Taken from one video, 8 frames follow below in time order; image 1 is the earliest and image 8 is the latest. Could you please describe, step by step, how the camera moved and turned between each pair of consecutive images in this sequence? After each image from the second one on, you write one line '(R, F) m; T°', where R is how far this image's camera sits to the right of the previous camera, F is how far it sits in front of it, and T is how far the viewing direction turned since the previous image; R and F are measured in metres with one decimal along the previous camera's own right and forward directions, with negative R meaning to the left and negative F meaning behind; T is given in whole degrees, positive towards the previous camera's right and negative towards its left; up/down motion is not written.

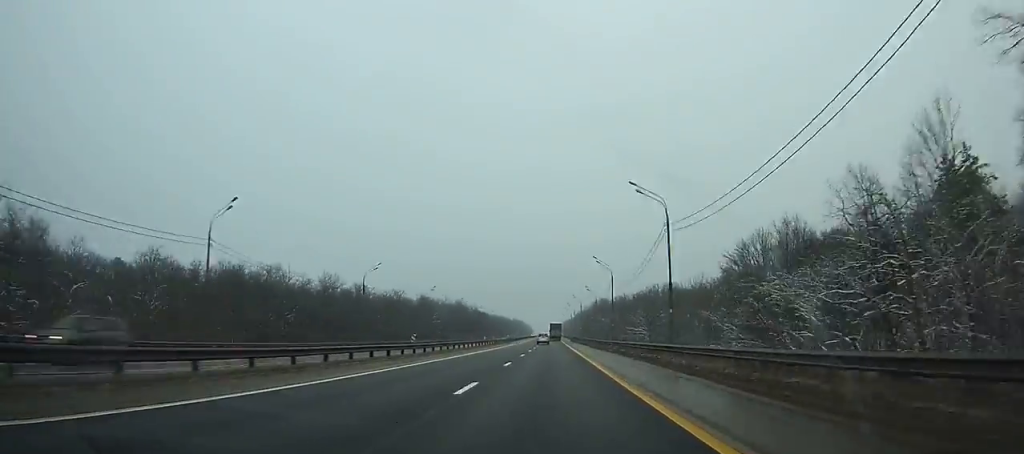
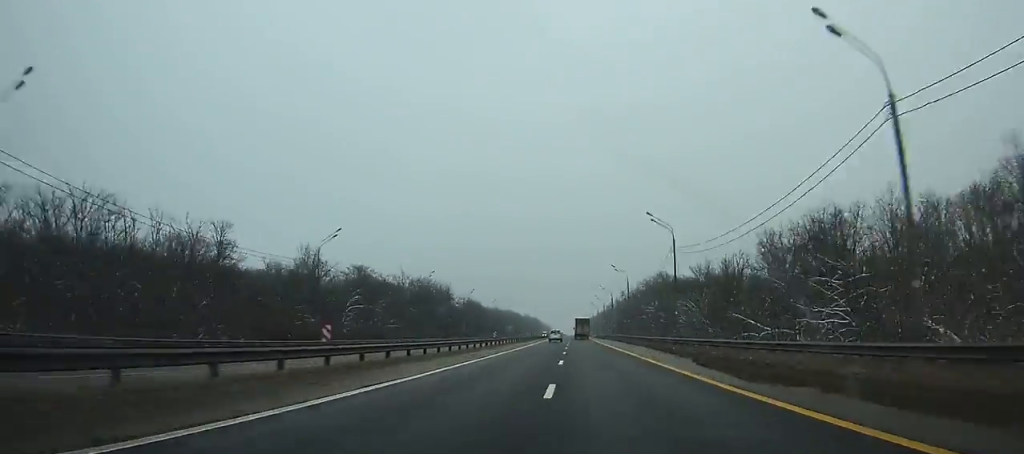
(-0.9, +97.7) m; 0°
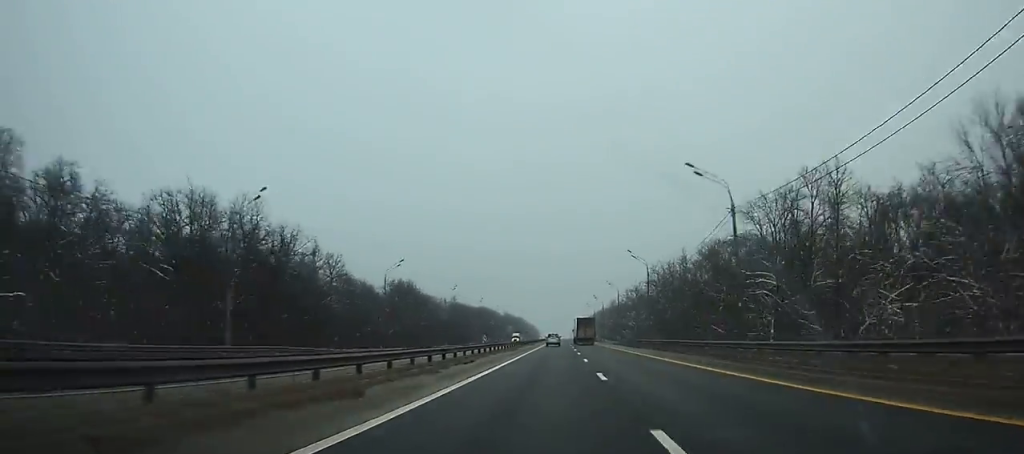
(+0.5, +90.4) m; +1°
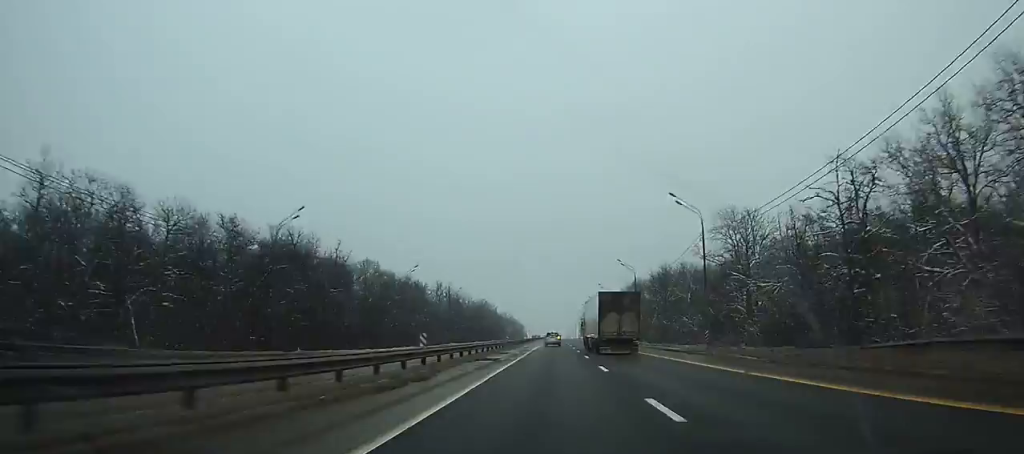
(+0.5, +175.4) m; 0°
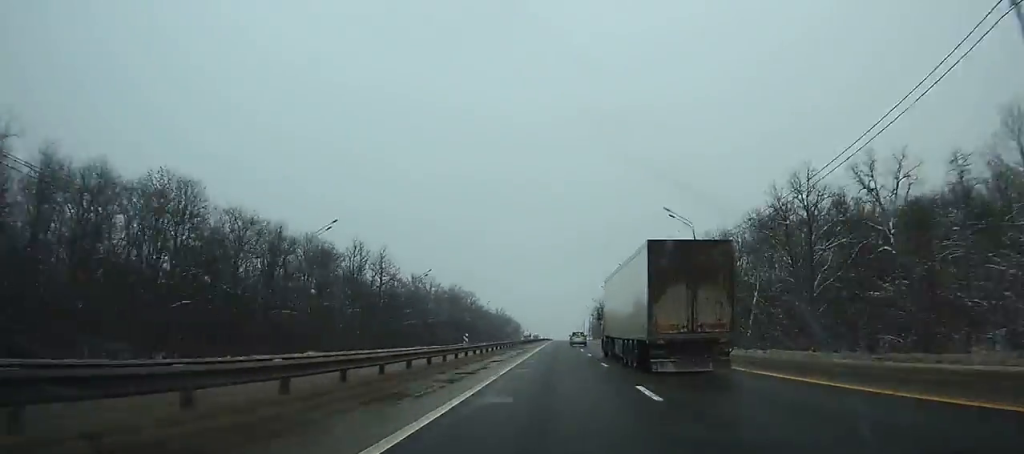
(-0.1, +68.8) m; 0°
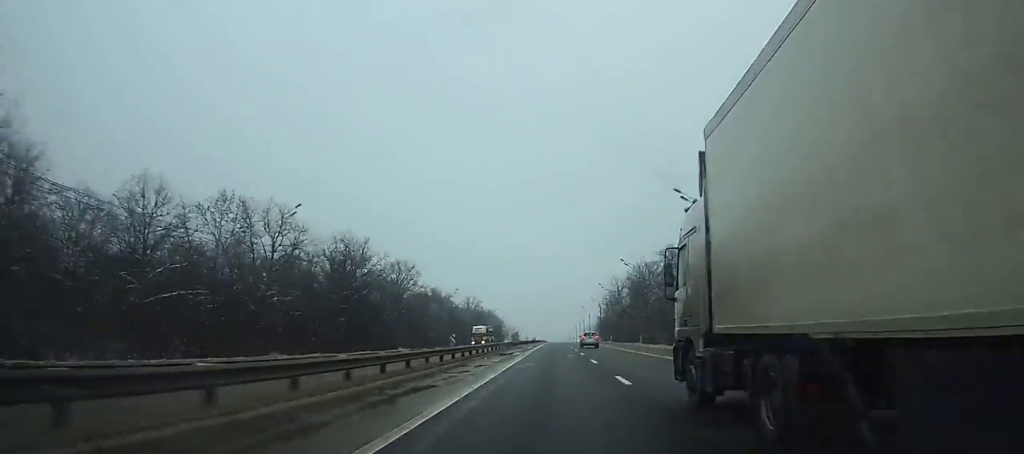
(0.0, +78.4) m; 0°
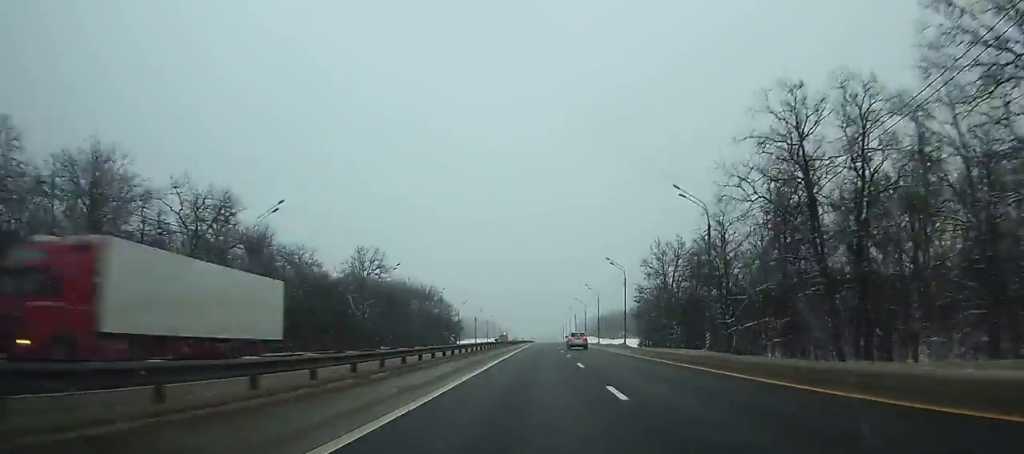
(+0.8, +109.8) m; +1°
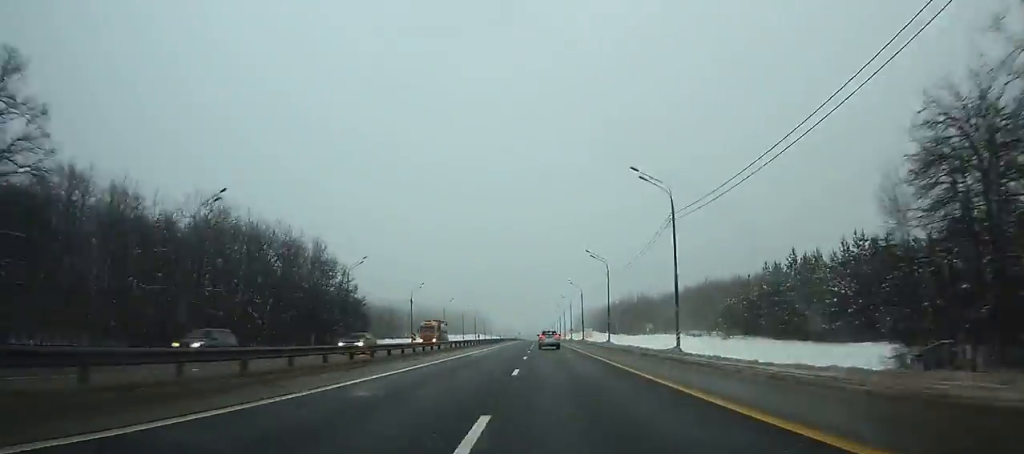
(+0.2, +74.6) m; 0°
